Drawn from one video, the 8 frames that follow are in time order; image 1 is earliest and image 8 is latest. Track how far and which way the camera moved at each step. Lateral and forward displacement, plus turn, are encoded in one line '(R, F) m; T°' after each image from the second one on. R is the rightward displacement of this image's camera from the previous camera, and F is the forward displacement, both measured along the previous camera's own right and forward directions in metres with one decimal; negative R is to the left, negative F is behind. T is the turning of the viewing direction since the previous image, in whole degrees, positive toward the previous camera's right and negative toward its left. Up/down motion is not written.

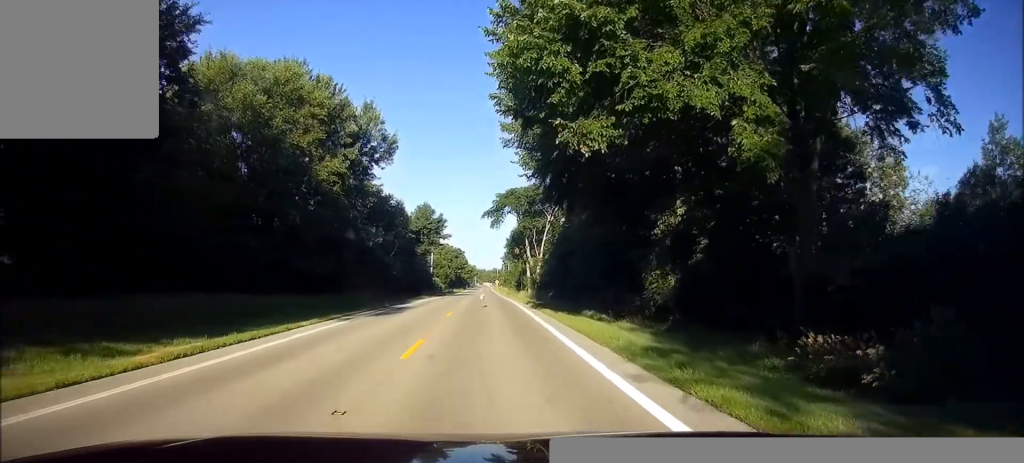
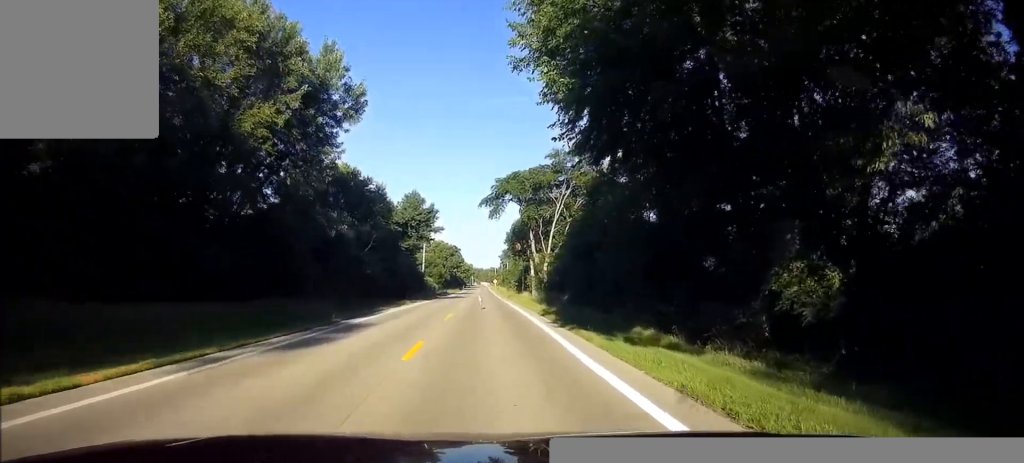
(0.0, +11.7) m; 0°
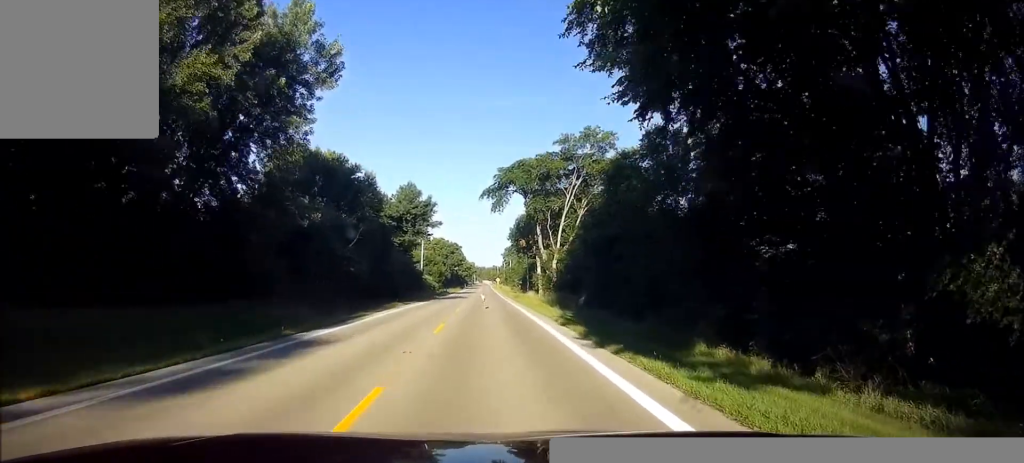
(0.0, +6.3) m; 0°
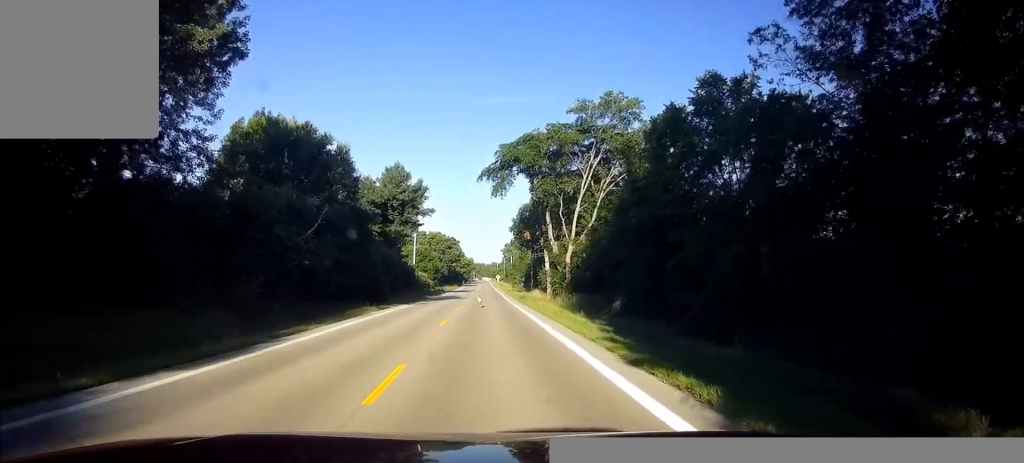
(+0.1, +10.2) m; -2°
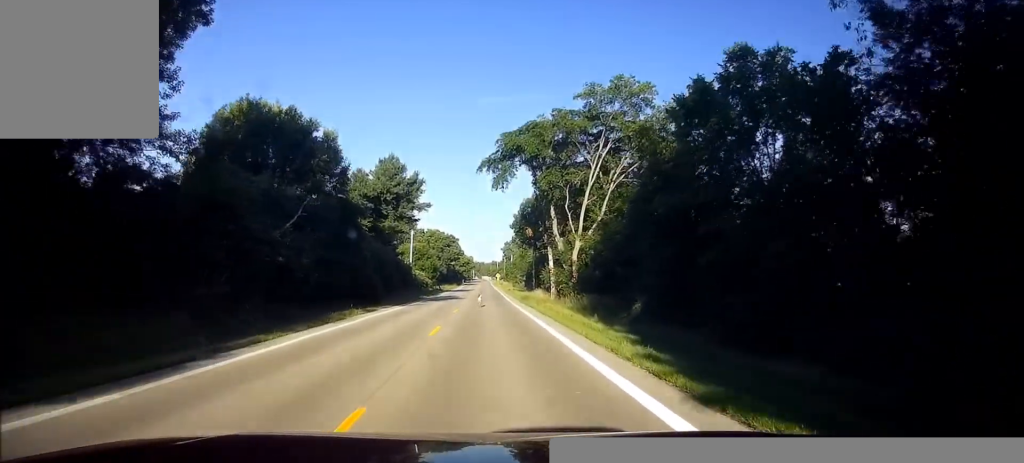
(-0.1, +3.7) m; 0°
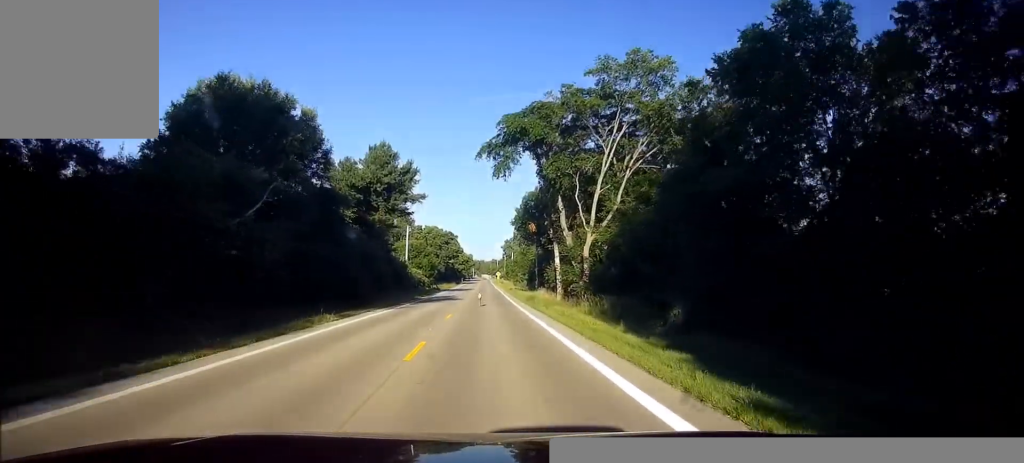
(-0.1, +5.0) m; -1°
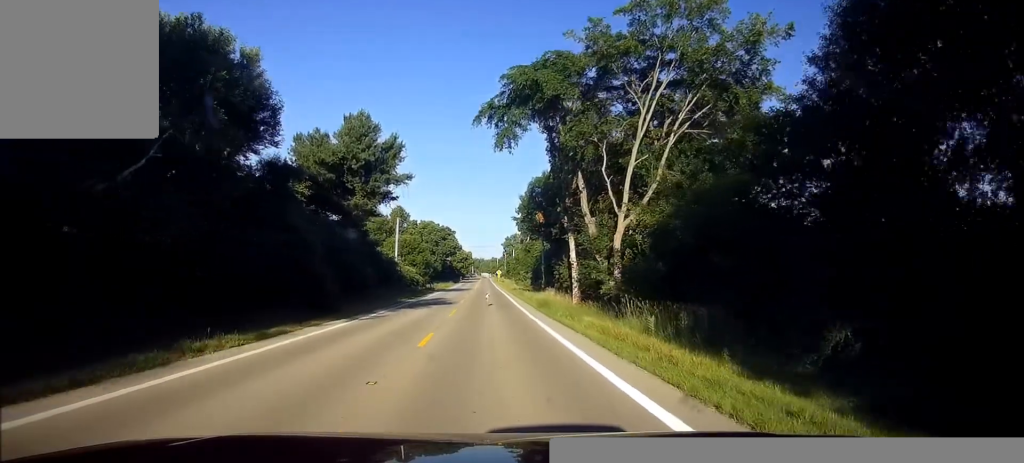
(+0.1, +9.3) m; +2°
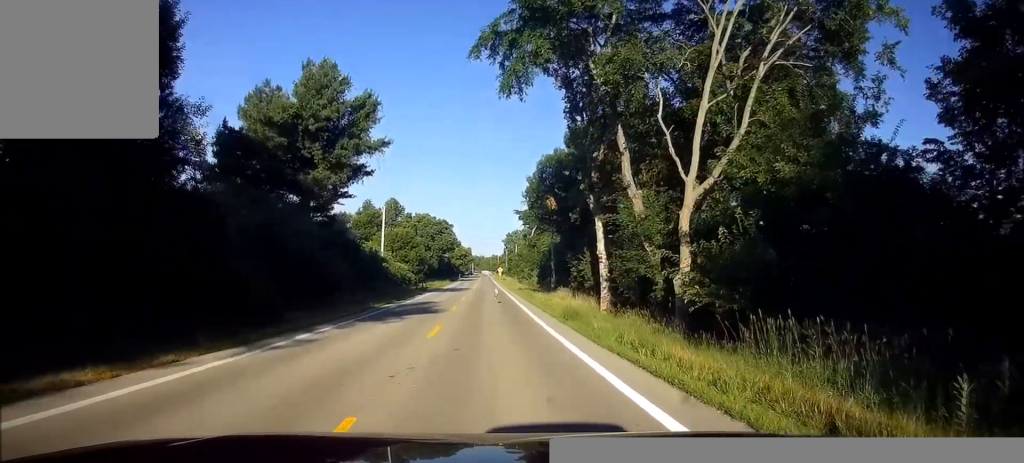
(+0.2, +10.1) m; +1°
